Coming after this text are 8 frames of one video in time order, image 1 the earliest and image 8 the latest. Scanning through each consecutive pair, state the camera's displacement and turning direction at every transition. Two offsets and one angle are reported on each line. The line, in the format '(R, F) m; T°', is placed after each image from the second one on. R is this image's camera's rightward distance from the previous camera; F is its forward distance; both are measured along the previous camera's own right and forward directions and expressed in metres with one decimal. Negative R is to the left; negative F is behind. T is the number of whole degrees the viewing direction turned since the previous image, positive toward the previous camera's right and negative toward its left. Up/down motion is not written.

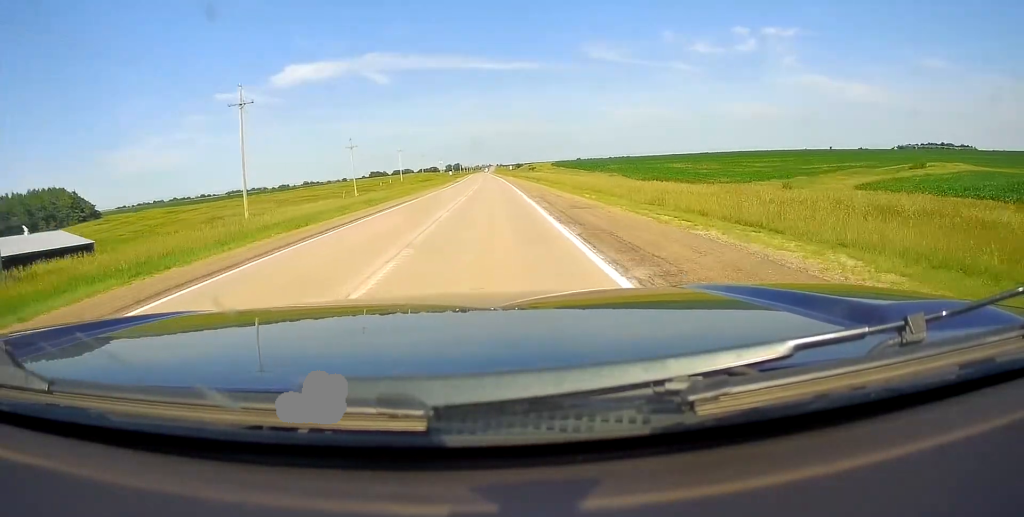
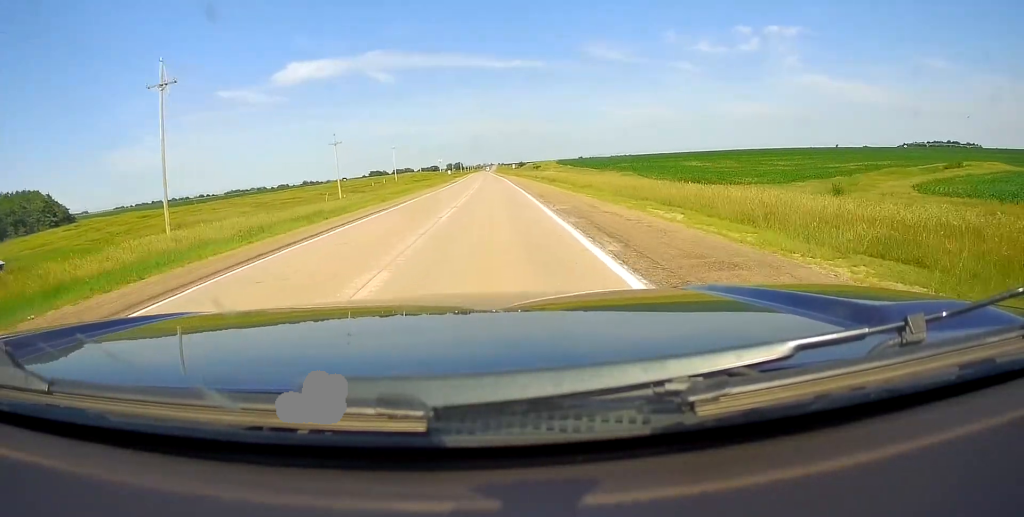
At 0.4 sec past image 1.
(0.0, +13.4) m; 0°
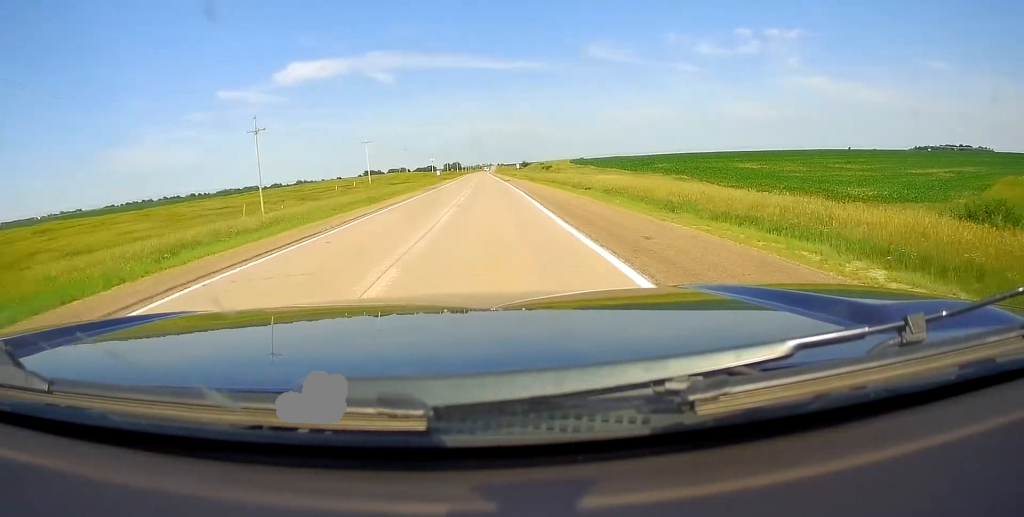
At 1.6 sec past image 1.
(0.0, +36.2) m; 0°
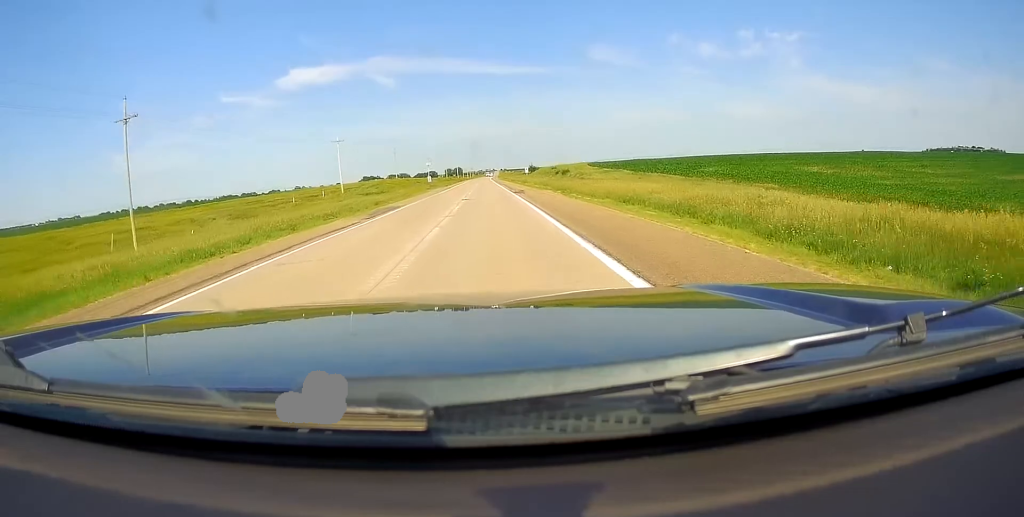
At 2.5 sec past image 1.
(0.0, +28.0) m; 0°
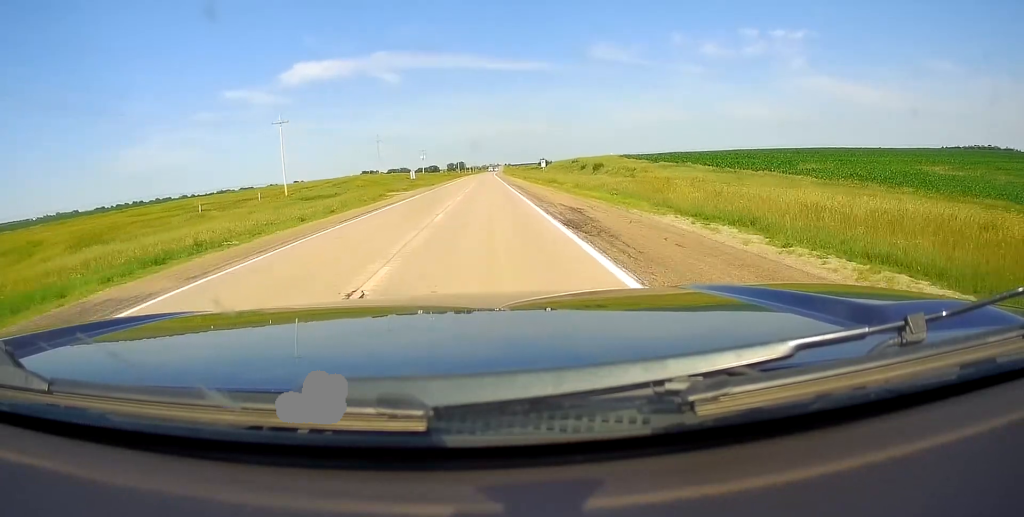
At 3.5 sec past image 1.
(0.0, +32.6) m; 0°
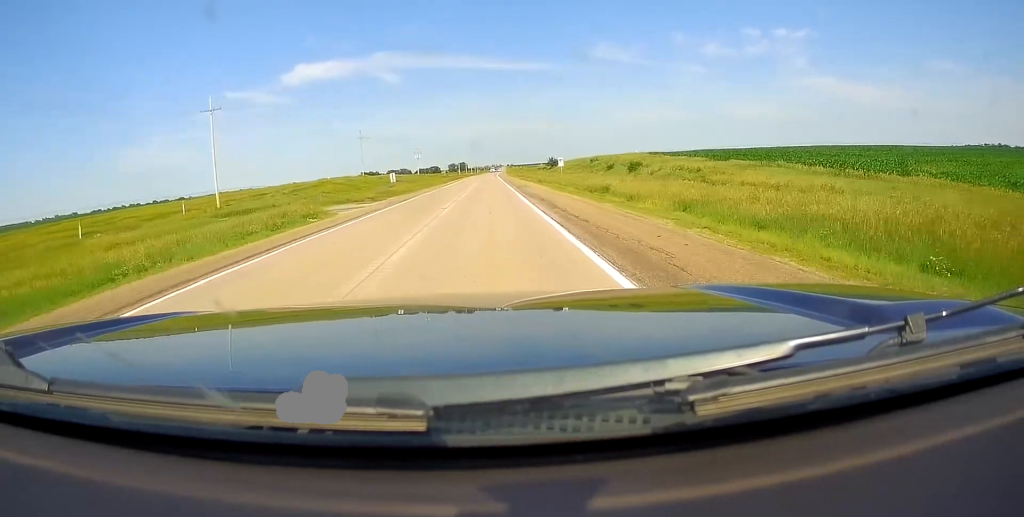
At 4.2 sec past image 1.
(0.0, +21.2) m; -1°
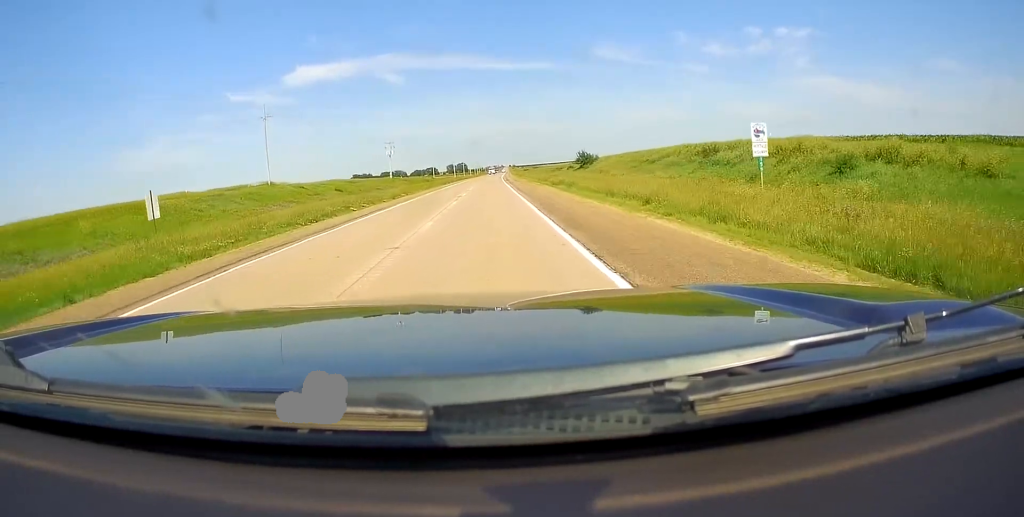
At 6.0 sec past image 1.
(0.0, +54.7) m; 0°
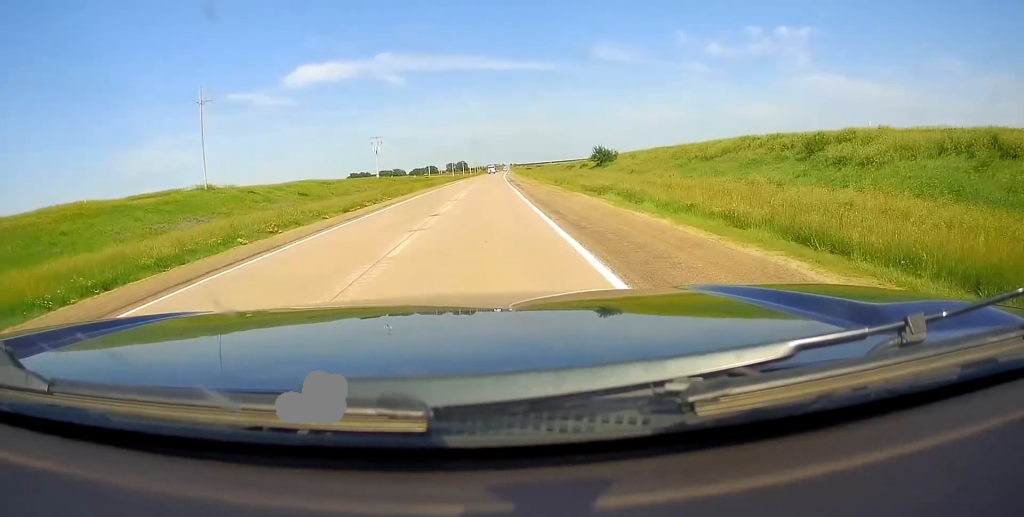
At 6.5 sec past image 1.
(-0.2, +17.0) m; 0°
